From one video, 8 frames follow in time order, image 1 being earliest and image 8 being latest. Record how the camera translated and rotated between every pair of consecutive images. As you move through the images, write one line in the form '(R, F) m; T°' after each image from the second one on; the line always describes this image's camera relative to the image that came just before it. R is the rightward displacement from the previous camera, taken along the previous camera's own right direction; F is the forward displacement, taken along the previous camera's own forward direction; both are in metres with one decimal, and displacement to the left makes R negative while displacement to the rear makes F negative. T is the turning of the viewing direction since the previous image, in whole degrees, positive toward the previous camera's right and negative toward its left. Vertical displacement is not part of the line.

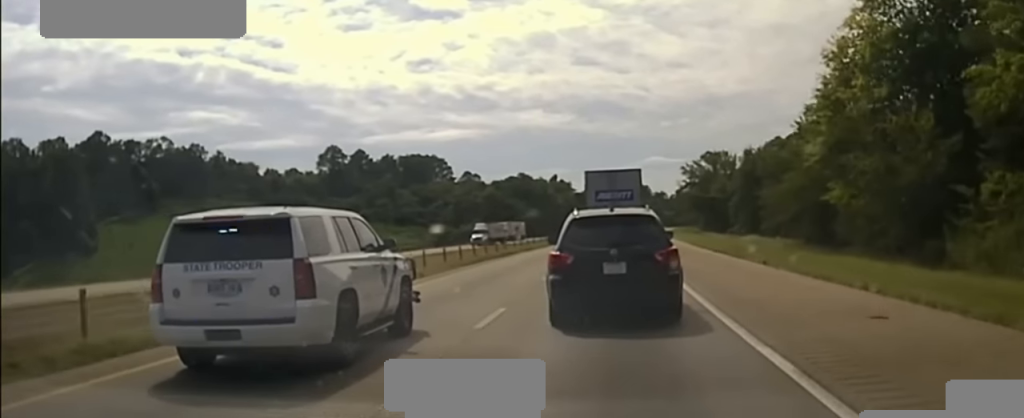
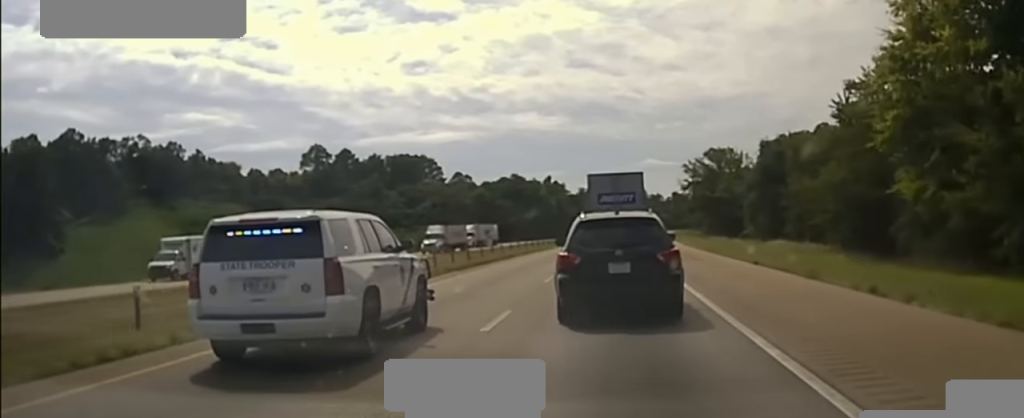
(0.0, +11.9) m; 0°
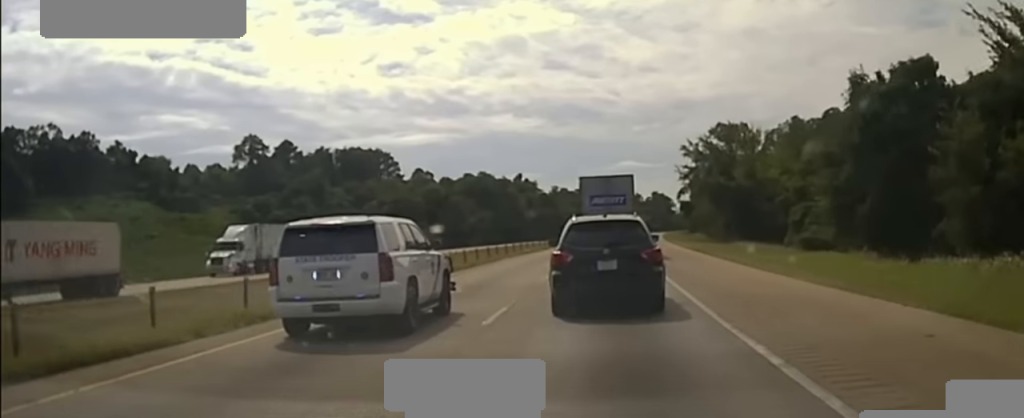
(0.0, +35.8) m; 0°
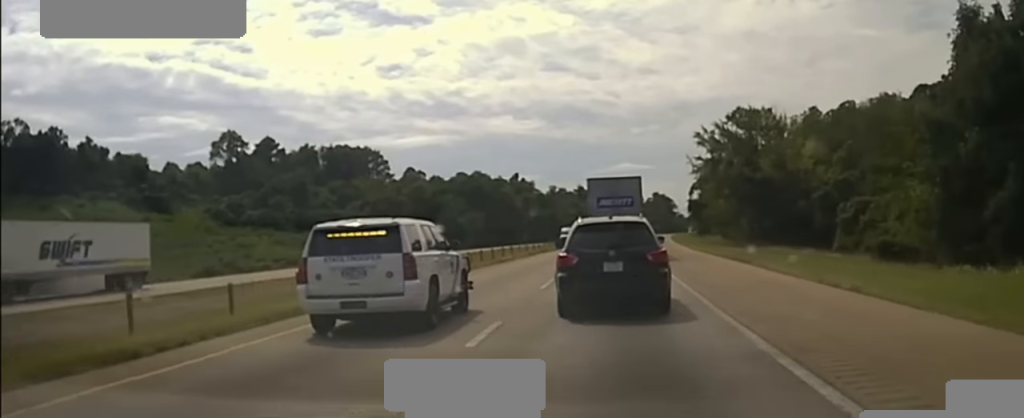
(0.0, +14.6) m; 0°
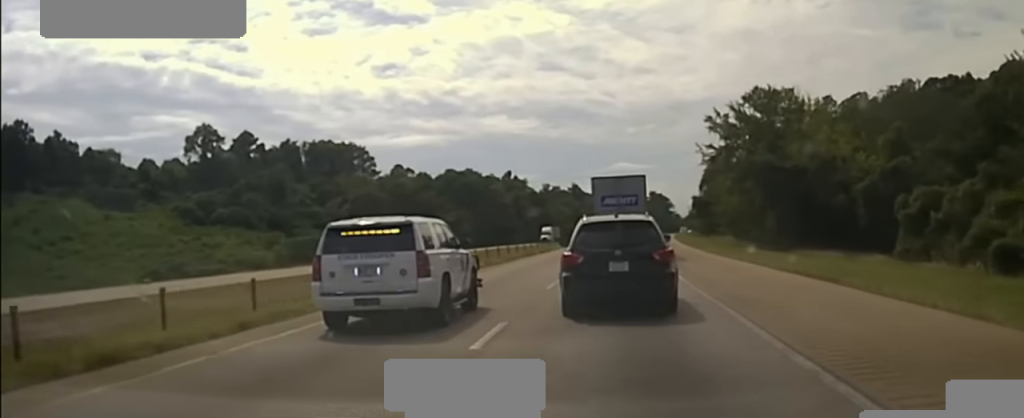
(0.0, +12.4) m; 0°
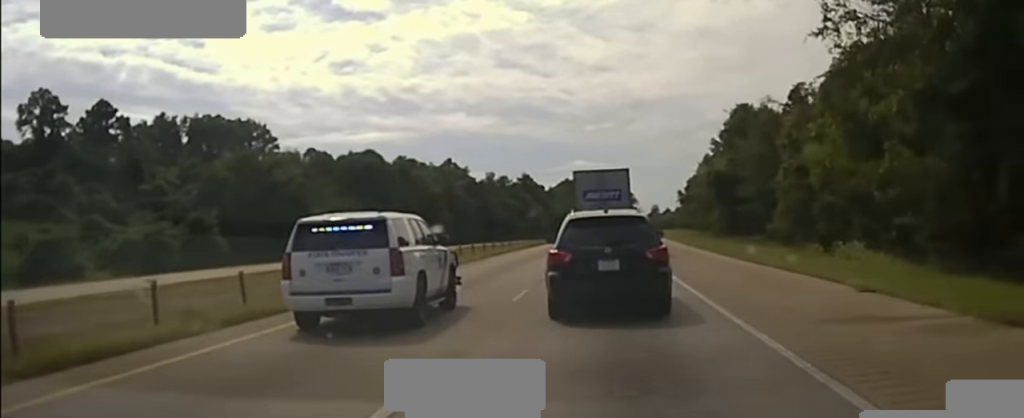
(+0.4, +46.5) m; +2°
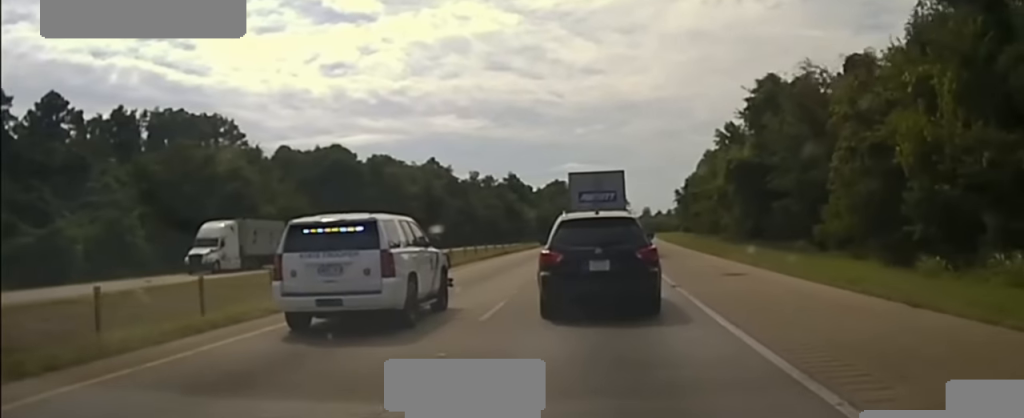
(+0.1, +11.6) m; +1°
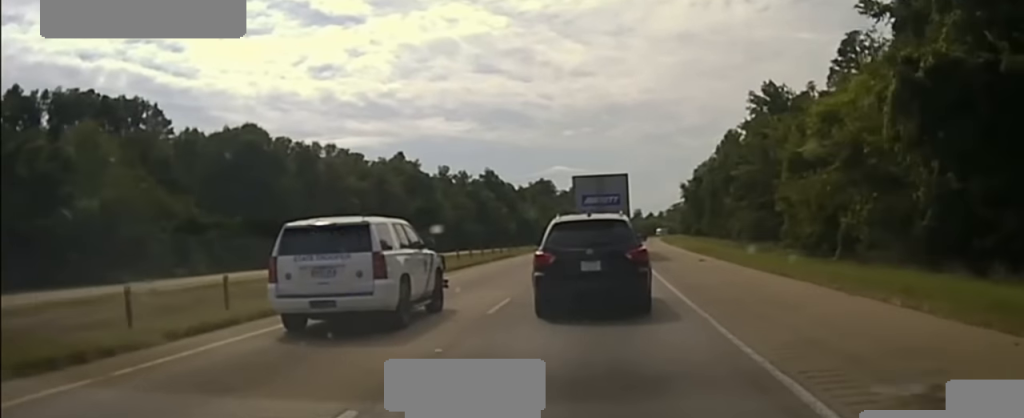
(+0.4, +28.2) m; +1°
